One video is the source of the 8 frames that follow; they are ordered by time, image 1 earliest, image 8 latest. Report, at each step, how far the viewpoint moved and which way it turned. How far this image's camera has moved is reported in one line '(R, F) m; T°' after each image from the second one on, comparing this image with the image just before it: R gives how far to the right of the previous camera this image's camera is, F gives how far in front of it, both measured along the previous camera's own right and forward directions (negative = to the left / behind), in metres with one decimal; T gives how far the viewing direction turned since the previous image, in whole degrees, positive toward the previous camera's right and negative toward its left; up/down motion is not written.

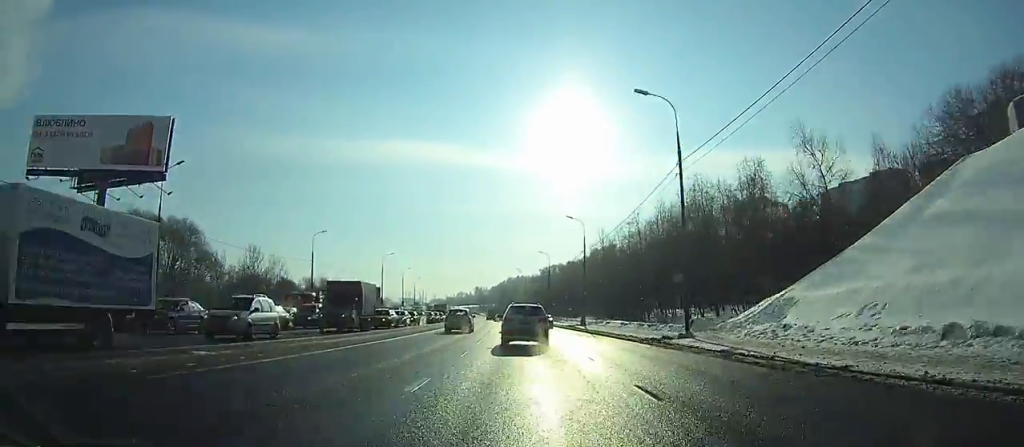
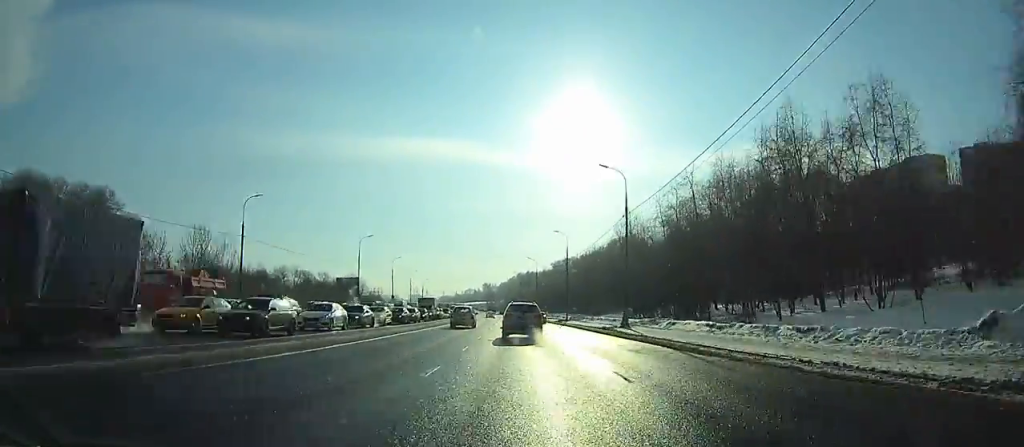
(-0.1, +23.4) m; -1°
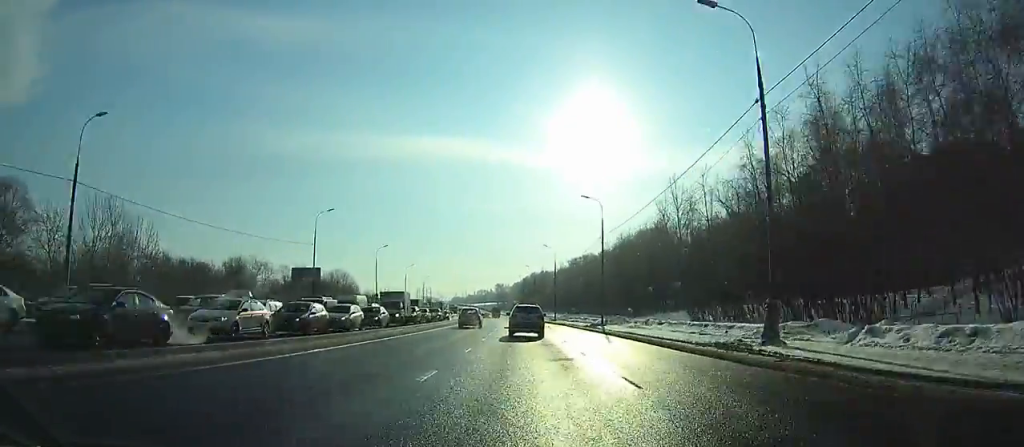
(-0.2, +24.9) m; -1°
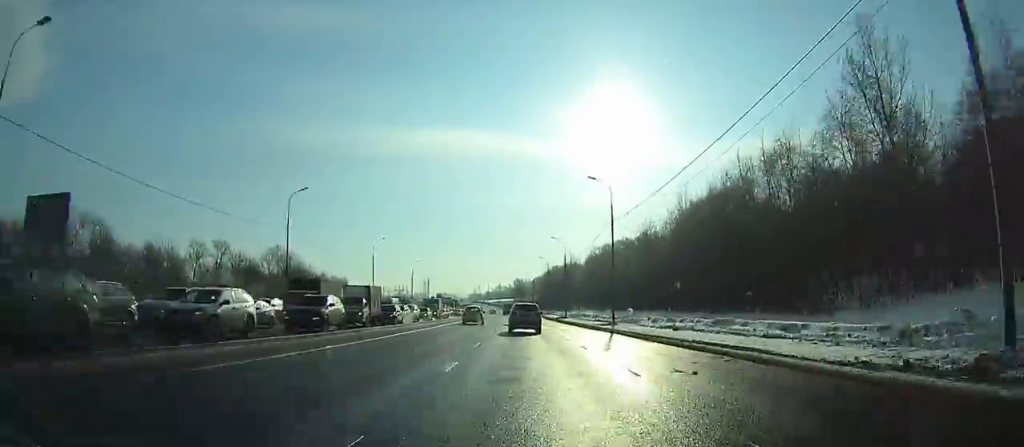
(-1.2, +46.9) m; -2°
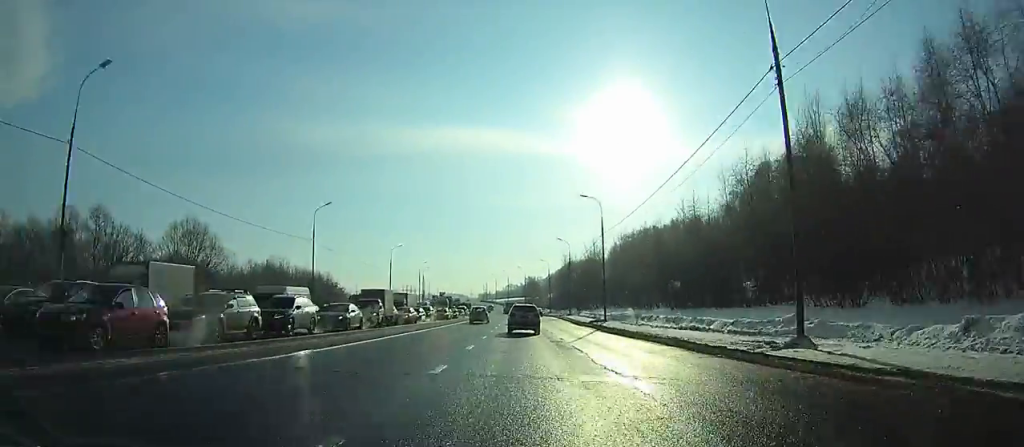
(-0.4, +33.4) m; -1°
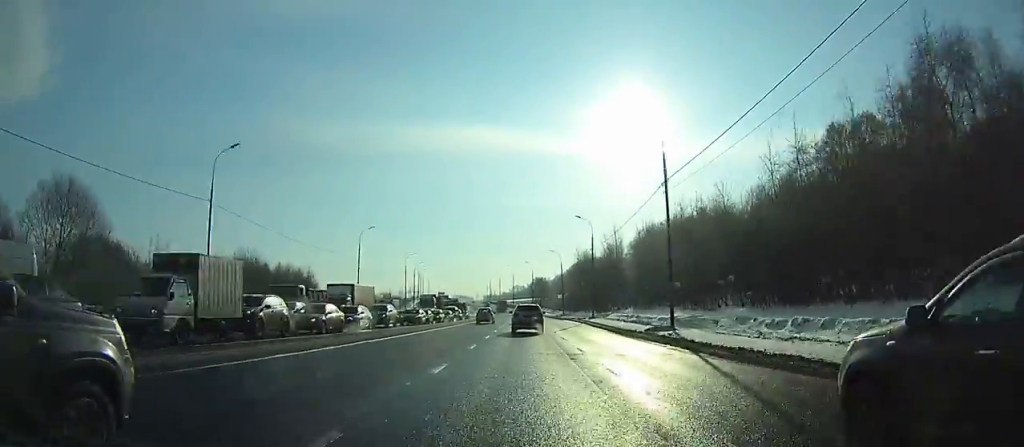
(-0.1, +24.6) m; 0°
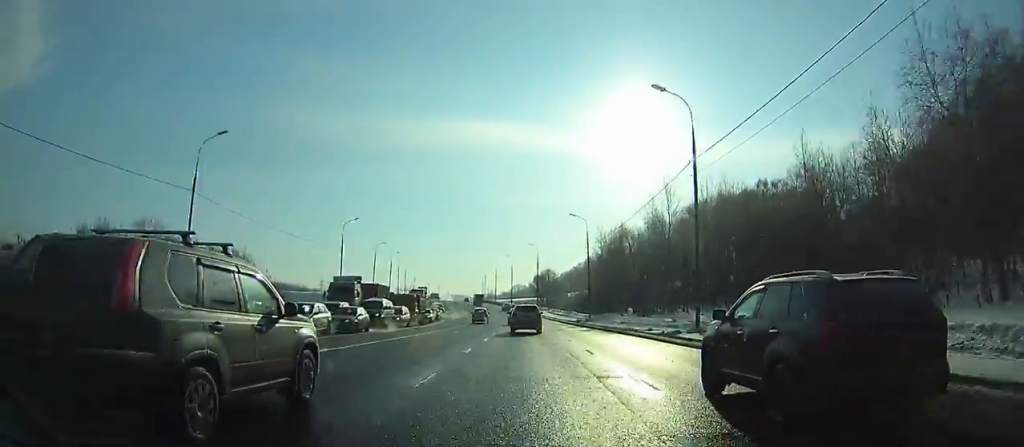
(-0.2, +42.8) m; 0°
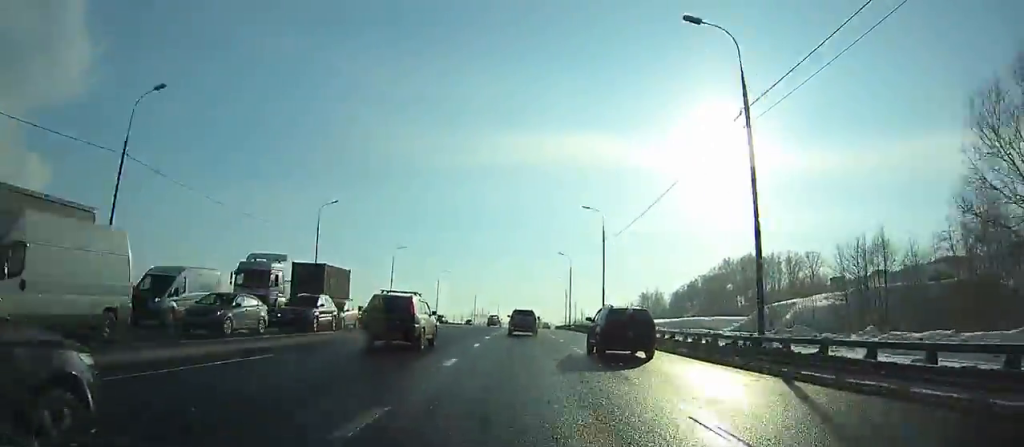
(-6.8, +123.6) m; -9°
